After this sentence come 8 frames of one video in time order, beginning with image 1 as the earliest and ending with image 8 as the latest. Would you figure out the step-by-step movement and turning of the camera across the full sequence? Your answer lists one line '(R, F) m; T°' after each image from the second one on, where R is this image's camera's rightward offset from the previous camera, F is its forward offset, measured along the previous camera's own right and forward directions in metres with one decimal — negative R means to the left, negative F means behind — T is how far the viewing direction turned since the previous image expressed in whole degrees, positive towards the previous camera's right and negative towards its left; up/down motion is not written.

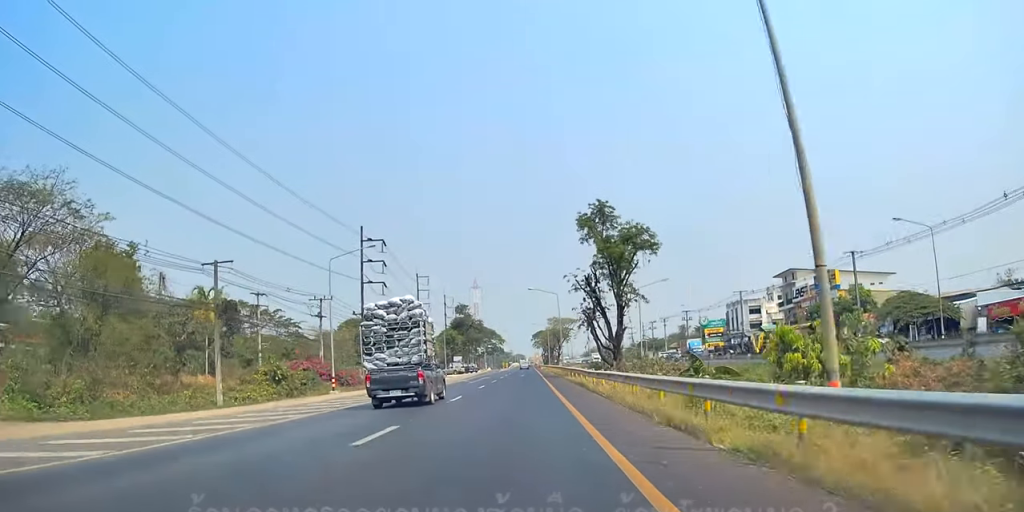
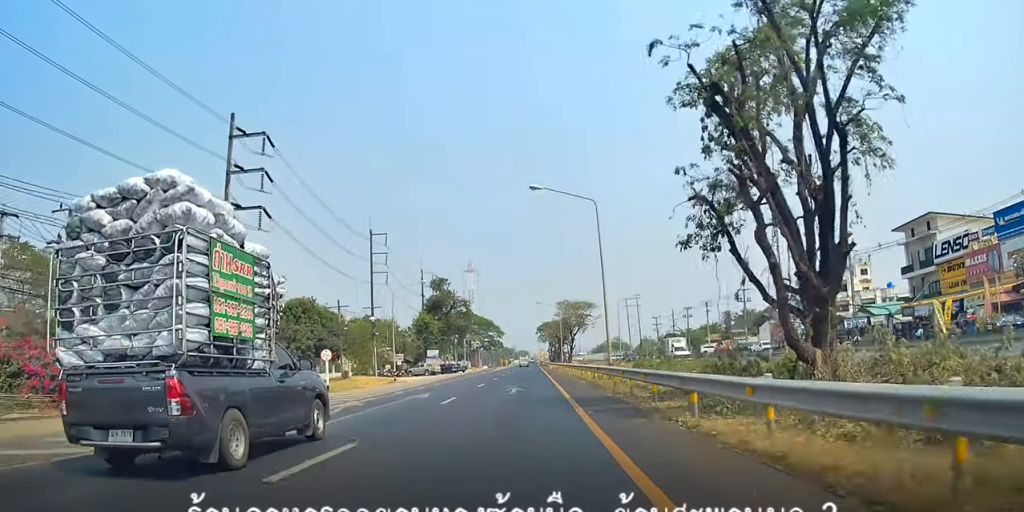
(-0.3, +39.6) m; +1°
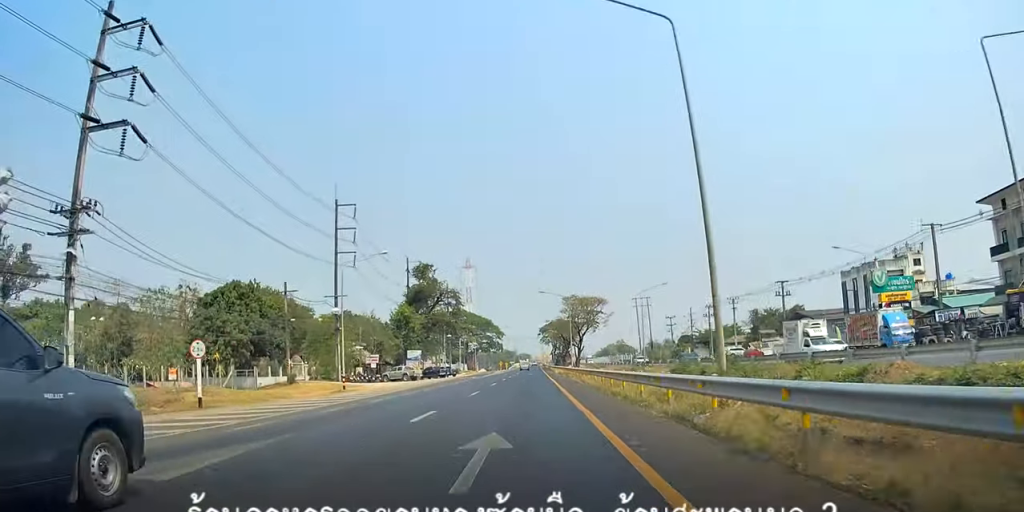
(+0.7, +17.6) m; 0°
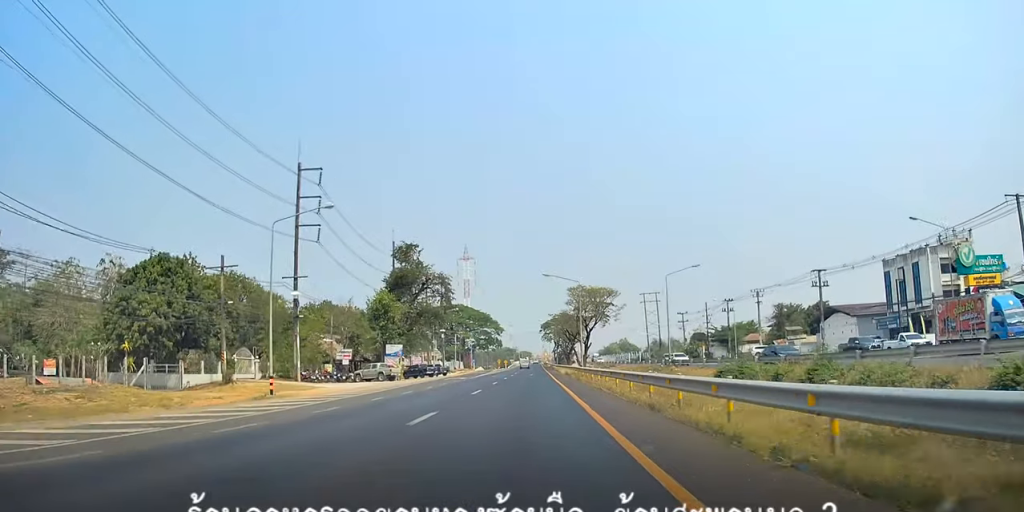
(-0.5, +13.1) m; -1°
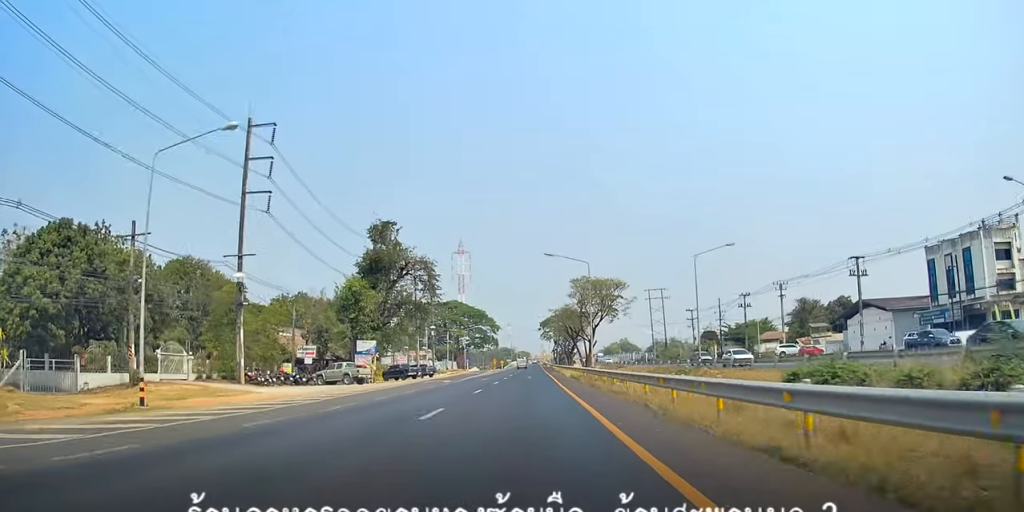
(-0.2, +11.6) m; -1°
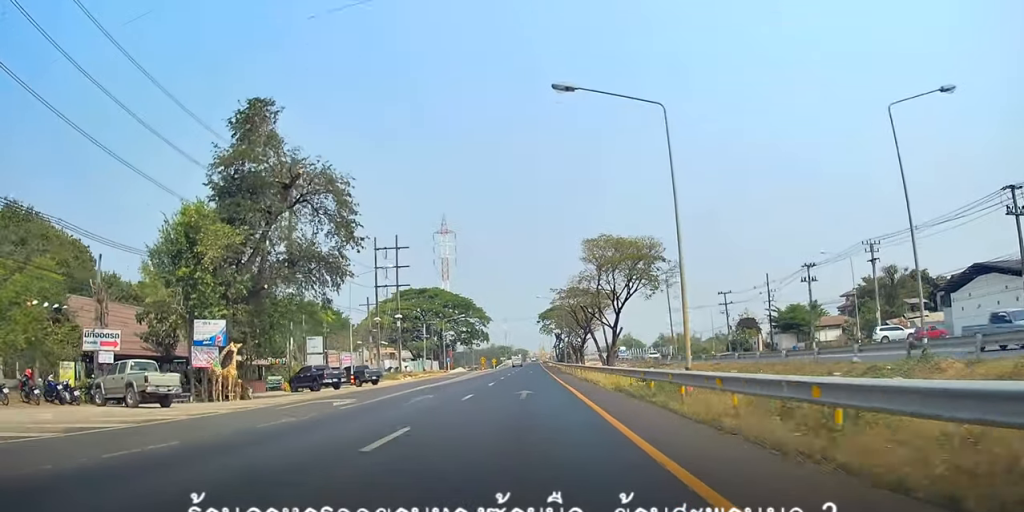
(0.0, +28.5) m; 0°
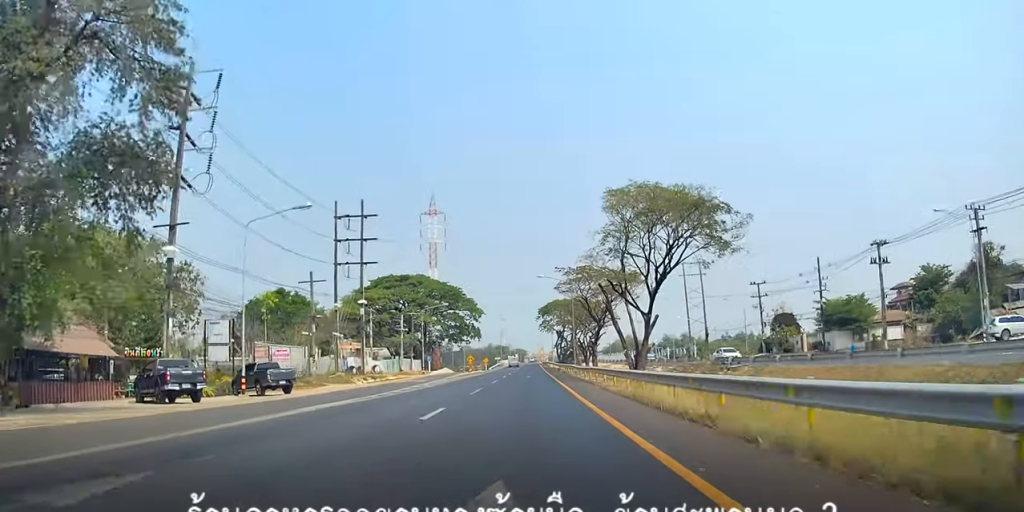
(0.0, +19.9) m; +1°
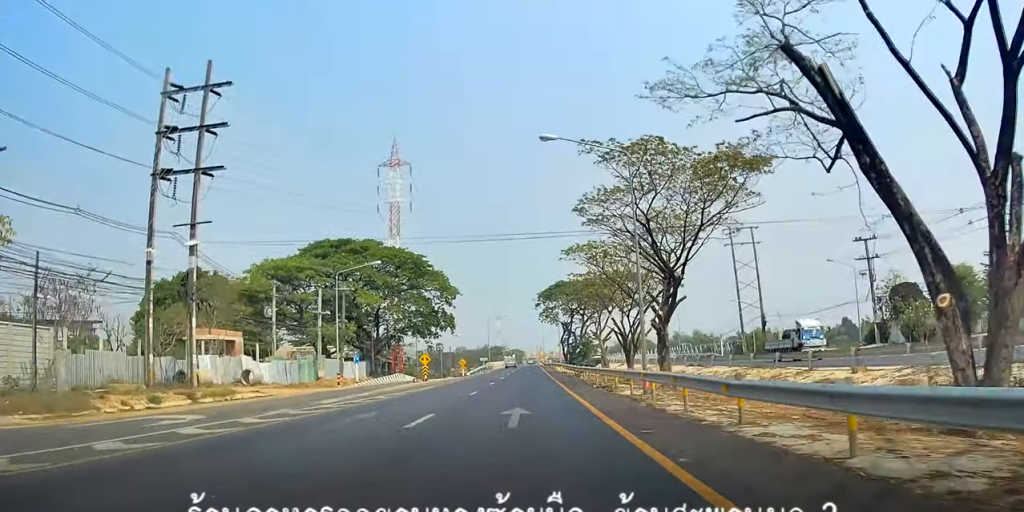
(+1.2, +36.9) m; +2°
